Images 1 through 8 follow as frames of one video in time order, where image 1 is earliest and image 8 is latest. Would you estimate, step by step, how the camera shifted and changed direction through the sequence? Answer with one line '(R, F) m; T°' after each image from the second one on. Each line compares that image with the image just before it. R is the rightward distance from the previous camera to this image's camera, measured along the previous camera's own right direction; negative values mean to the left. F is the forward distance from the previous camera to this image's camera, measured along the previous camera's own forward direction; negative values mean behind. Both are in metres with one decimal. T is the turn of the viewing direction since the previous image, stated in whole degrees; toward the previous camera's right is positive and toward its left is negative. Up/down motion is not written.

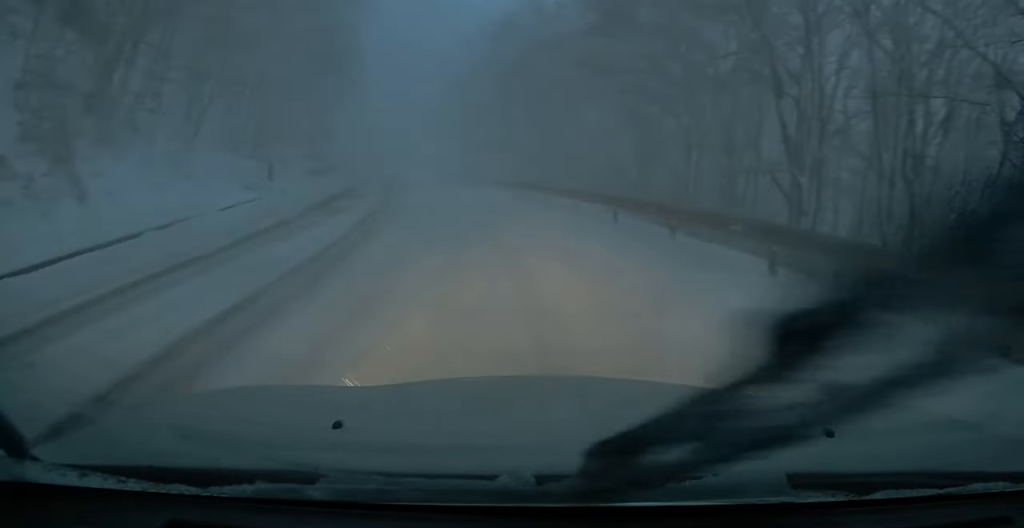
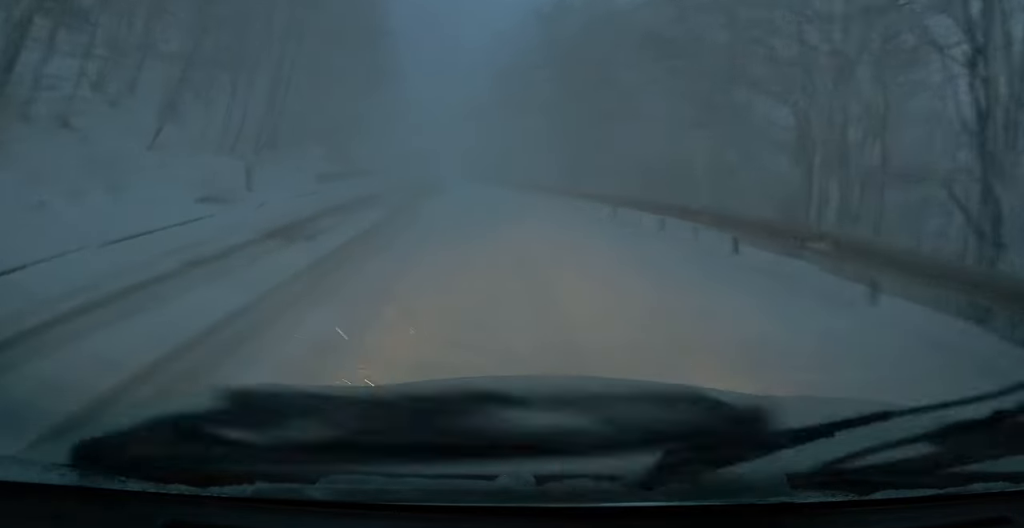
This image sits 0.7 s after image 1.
(-0.2, +6.1) m; -2°
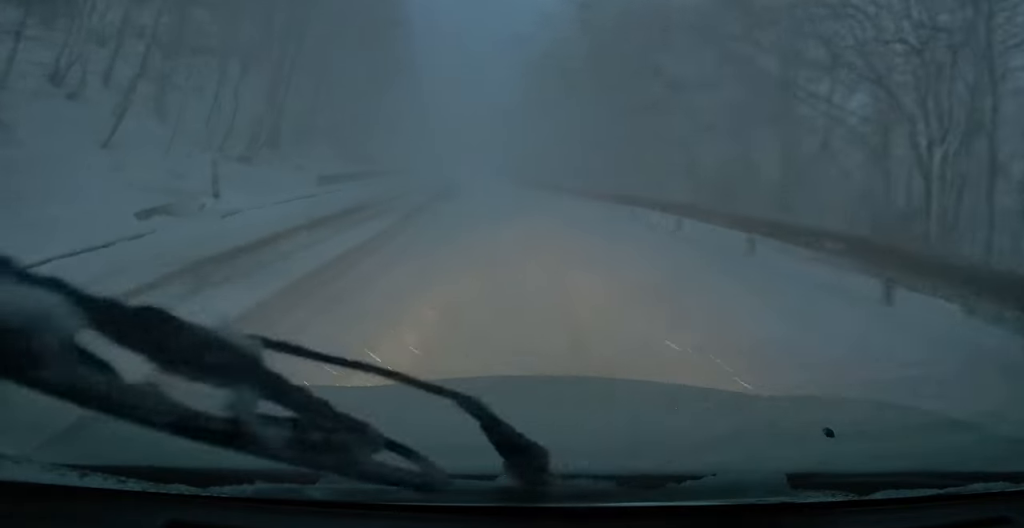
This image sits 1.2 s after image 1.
(+0.1, +3.7) m; -2°
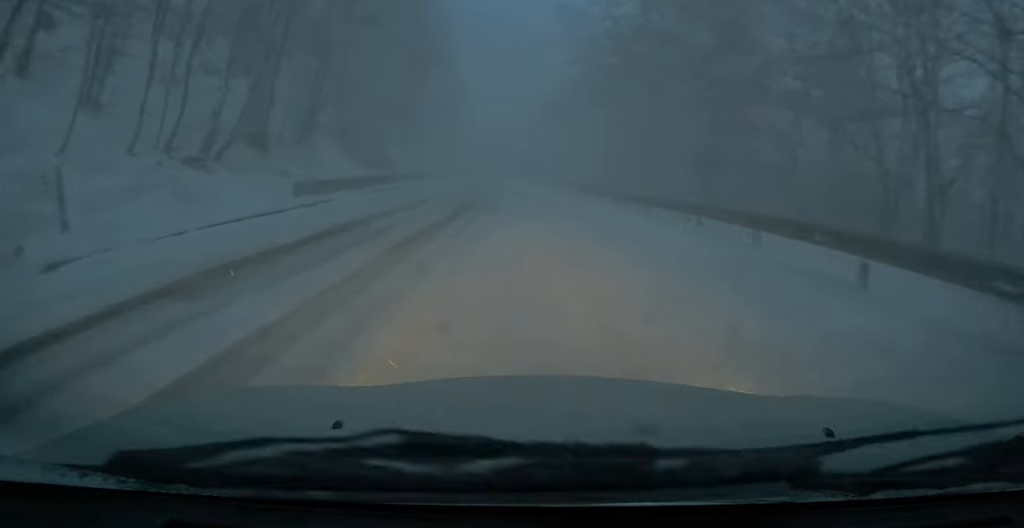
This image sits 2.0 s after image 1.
(-0.2, +6.4) m; -1°
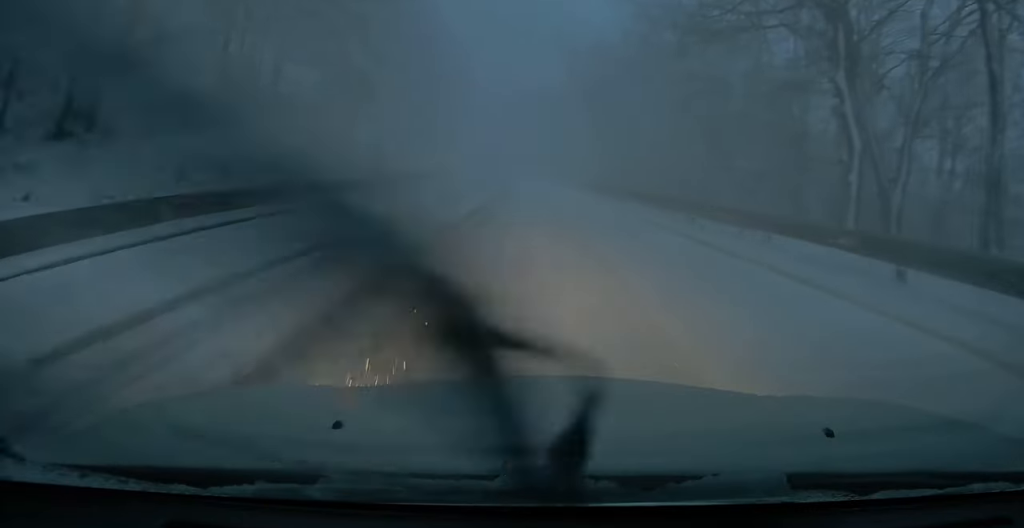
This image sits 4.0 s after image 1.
(-0.1, +16.5) m; -6°
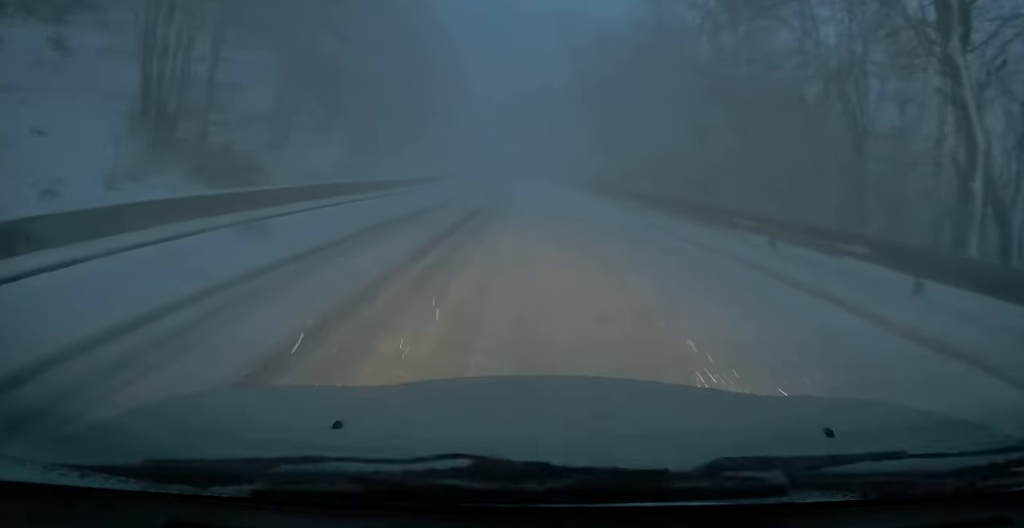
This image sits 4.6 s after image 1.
(-0.1, +4.6) m; -6°
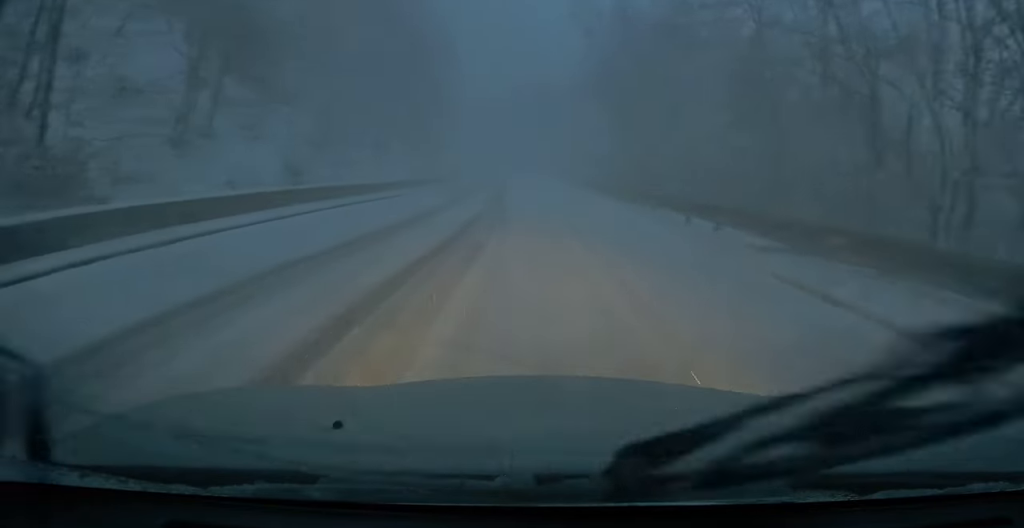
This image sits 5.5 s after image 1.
(-0.7, +7.6) m; -4°
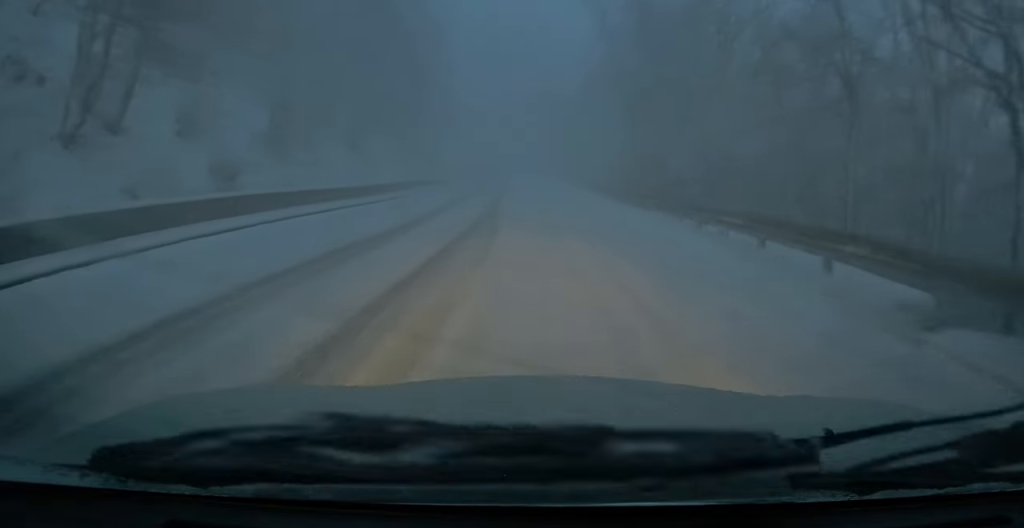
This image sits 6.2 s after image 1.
(+0.1, +5.3) m; +2°
